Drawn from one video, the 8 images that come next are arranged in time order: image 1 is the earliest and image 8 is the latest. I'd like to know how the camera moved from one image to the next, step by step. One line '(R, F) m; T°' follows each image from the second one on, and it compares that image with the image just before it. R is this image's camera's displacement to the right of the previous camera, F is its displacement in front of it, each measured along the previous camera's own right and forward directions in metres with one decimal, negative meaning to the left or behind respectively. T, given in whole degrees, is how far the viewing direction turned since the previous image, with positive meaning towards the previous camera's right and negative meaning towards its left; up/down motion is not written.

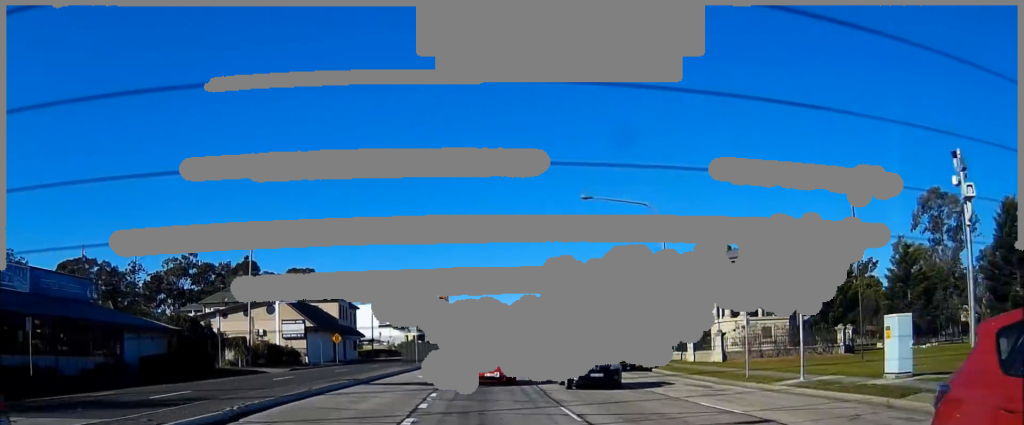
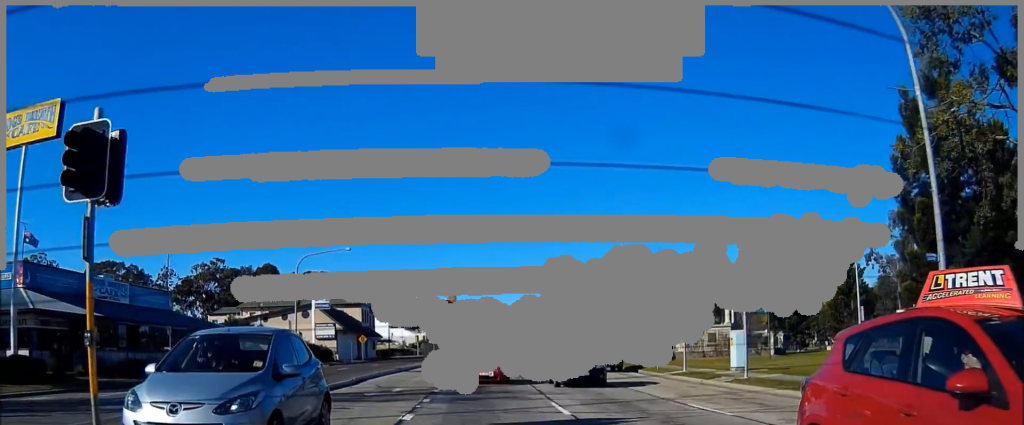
(-0.2, +13.2) m; 0°
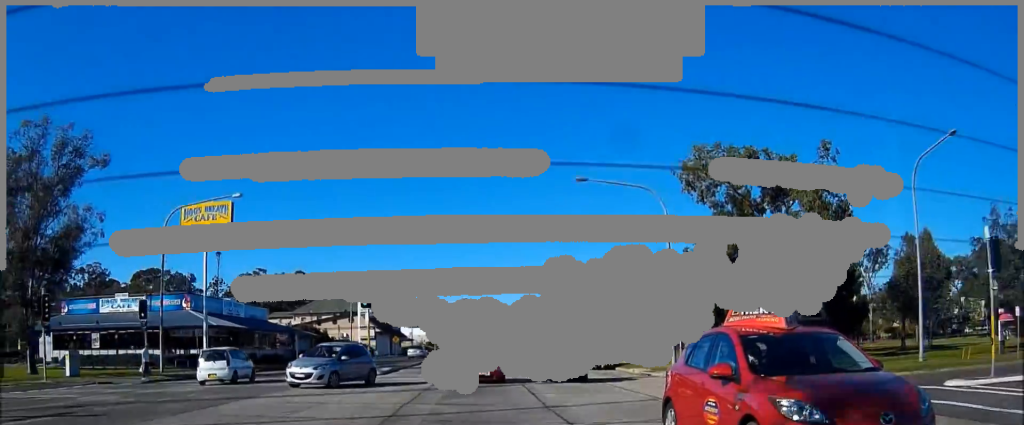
(0.0, +26.8) m; 0°
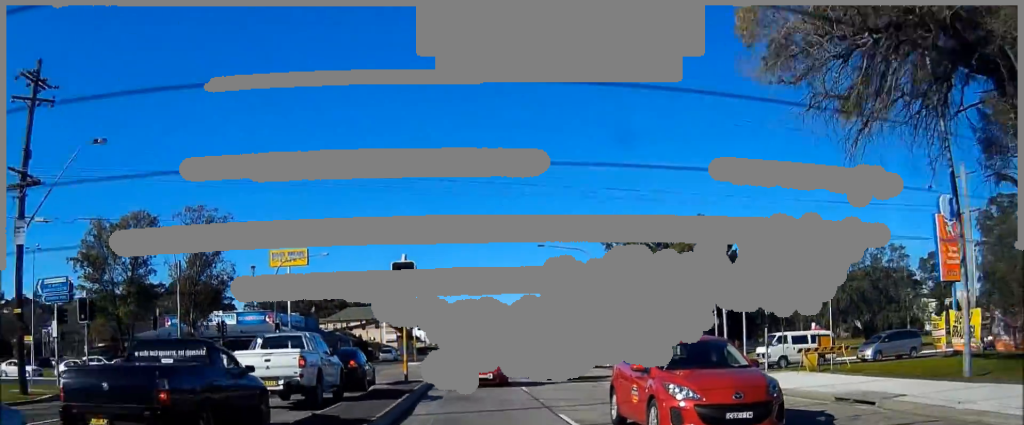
(-0.2, +26.8) m; 0°
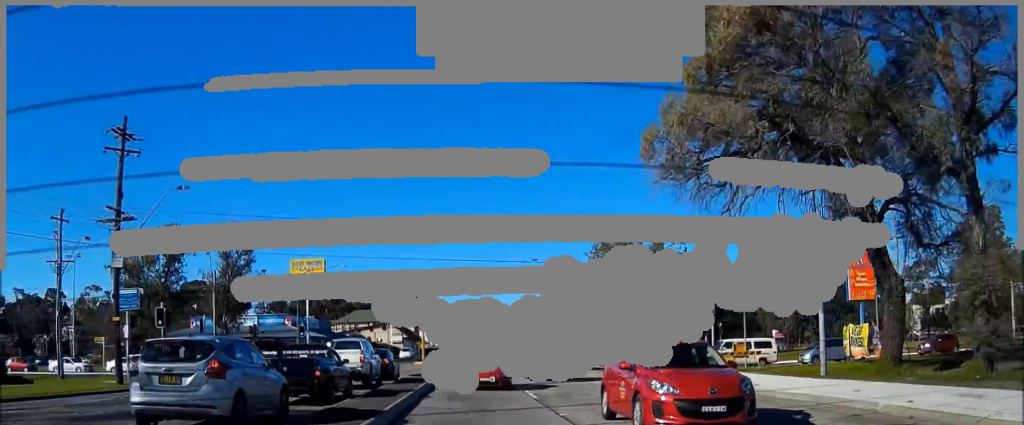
(0.0, +8.9) m; 0°
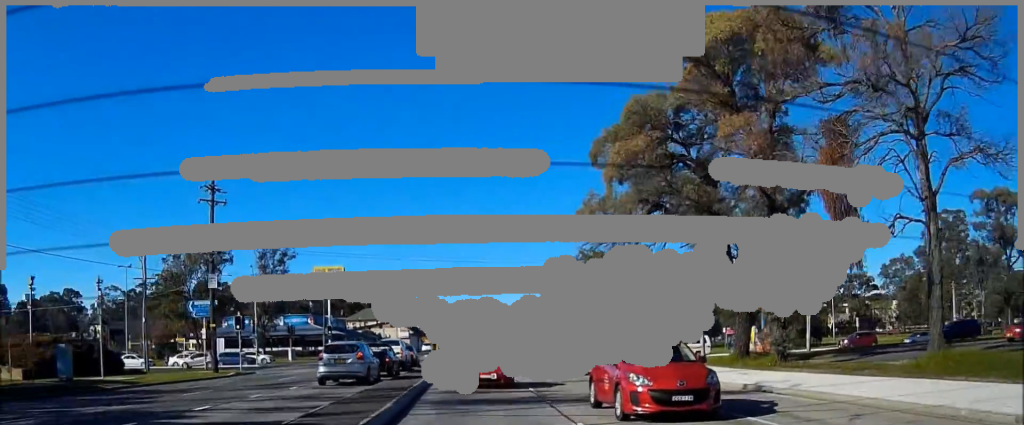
(0.0, +14.4) m; 0°
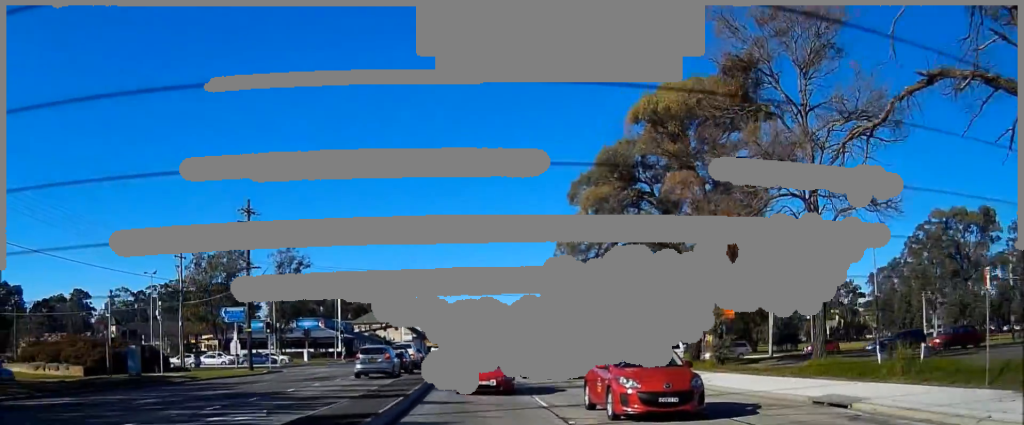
(0.0, +8.3) m; 0°
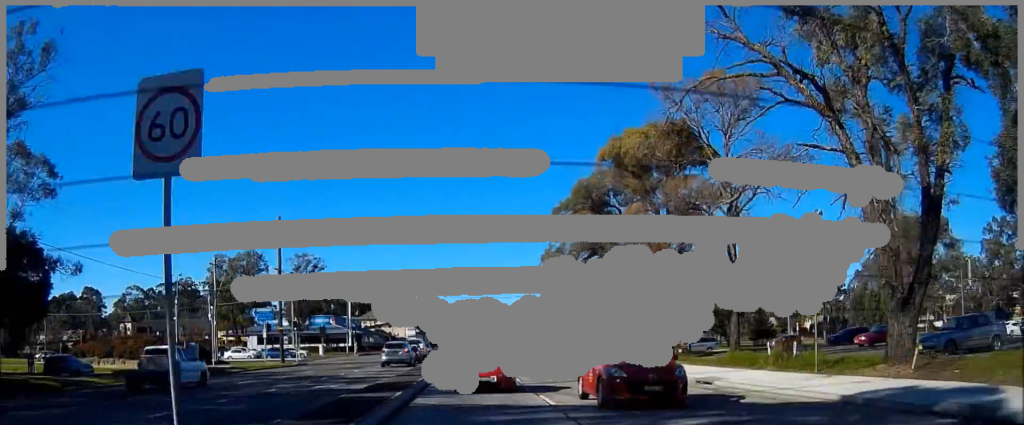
(0.0, +9.9) m; 0°
